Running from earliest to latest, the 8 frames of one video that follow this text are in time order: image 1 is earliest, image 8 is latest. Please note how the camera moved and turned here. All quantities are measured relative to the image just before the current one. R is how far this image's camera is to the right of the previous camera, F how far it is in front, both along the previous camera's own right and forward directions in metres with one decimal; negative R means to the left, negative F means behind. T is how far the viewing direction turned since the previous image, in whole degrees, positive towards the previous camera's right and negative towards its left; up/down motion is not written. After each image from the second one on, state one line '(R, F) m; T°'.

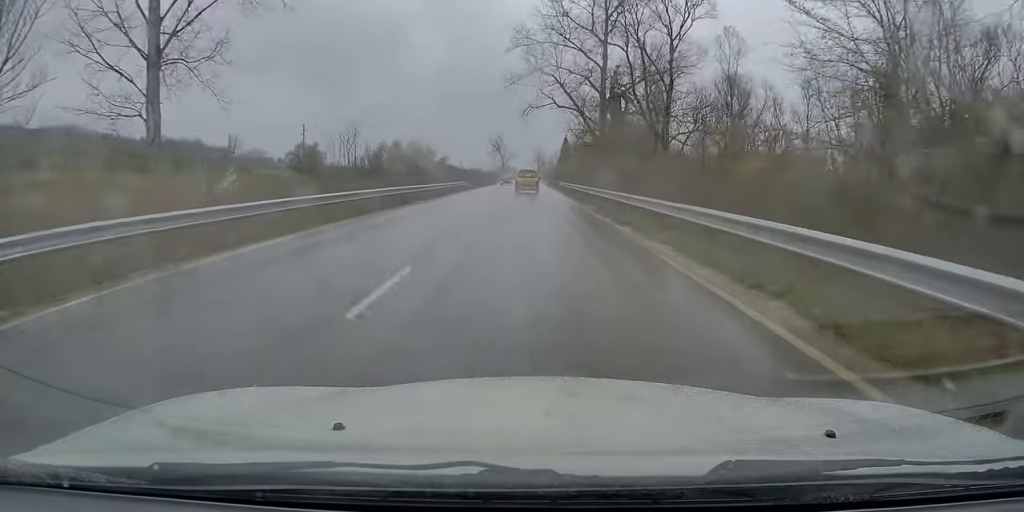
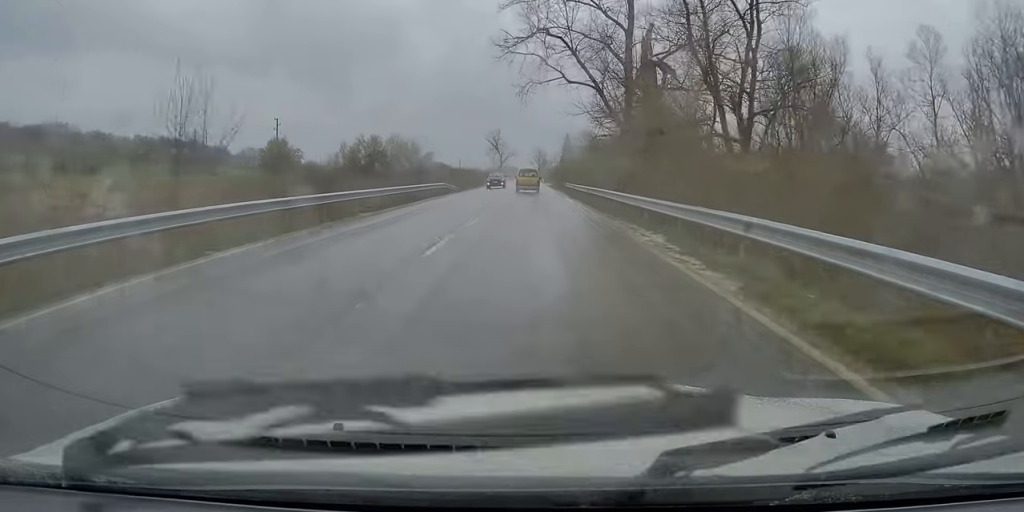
(0.0, +14.2) m; 0°
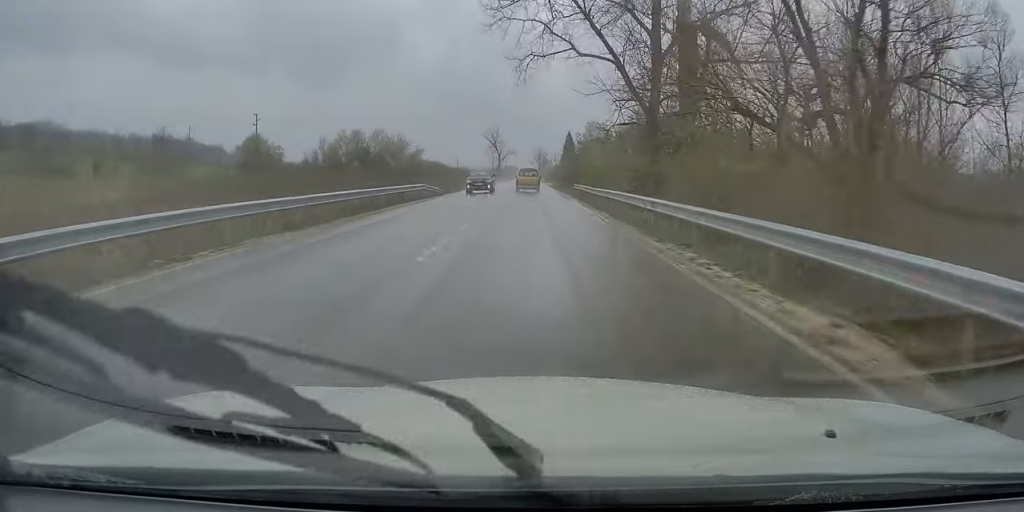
(0.0, +9.2) m; 0°
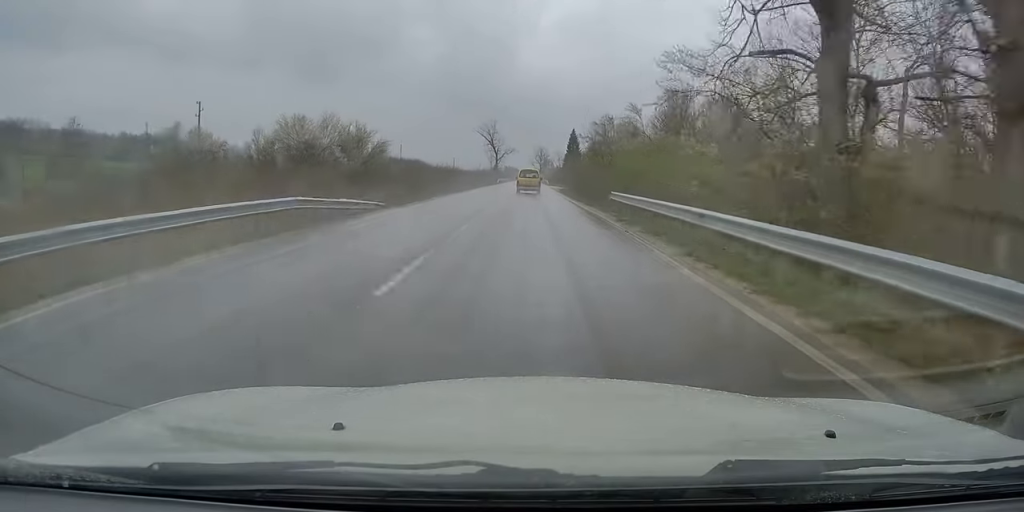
(0.0, +20.4) m; 0°
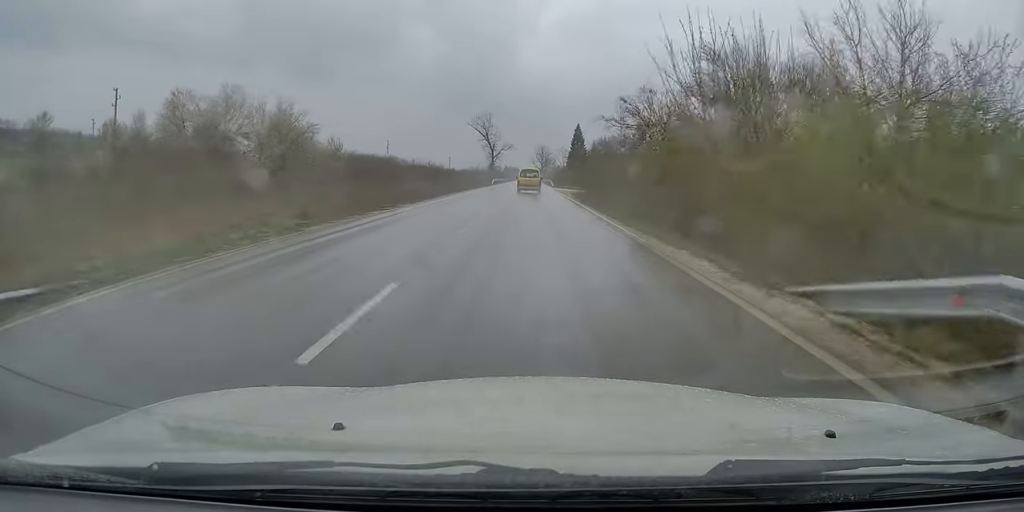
(0.0, +20.3) m; 0°
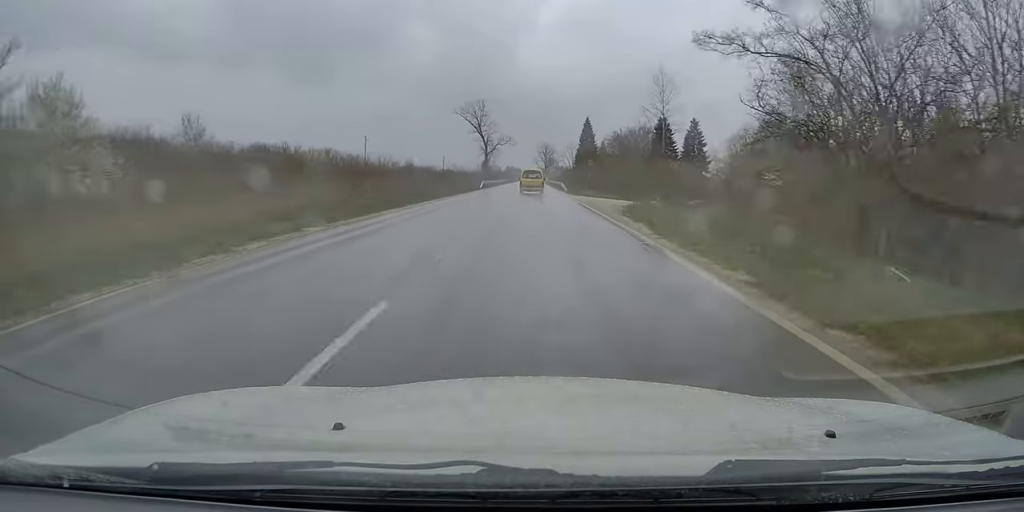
(-0.1, +27.9) m; 0°
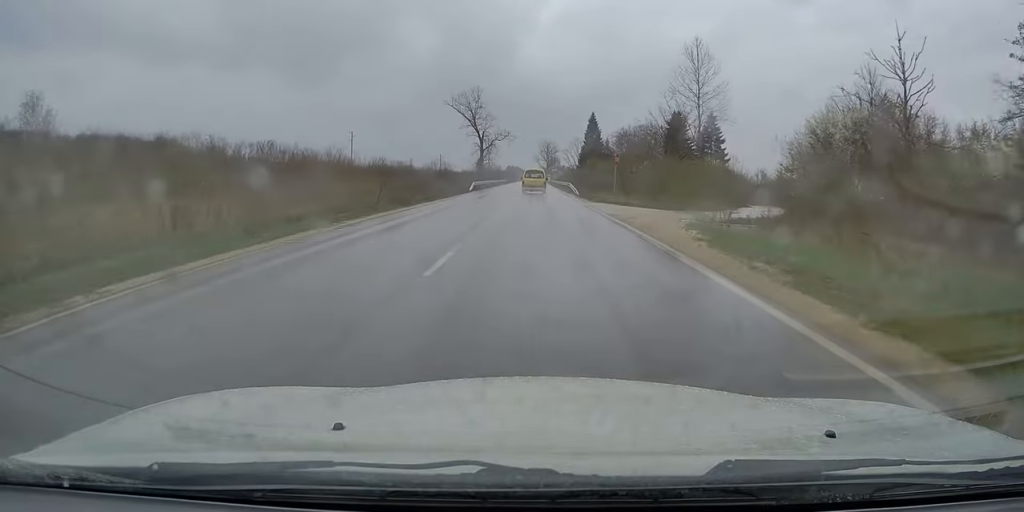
(0.0, +13.3) m; 0°
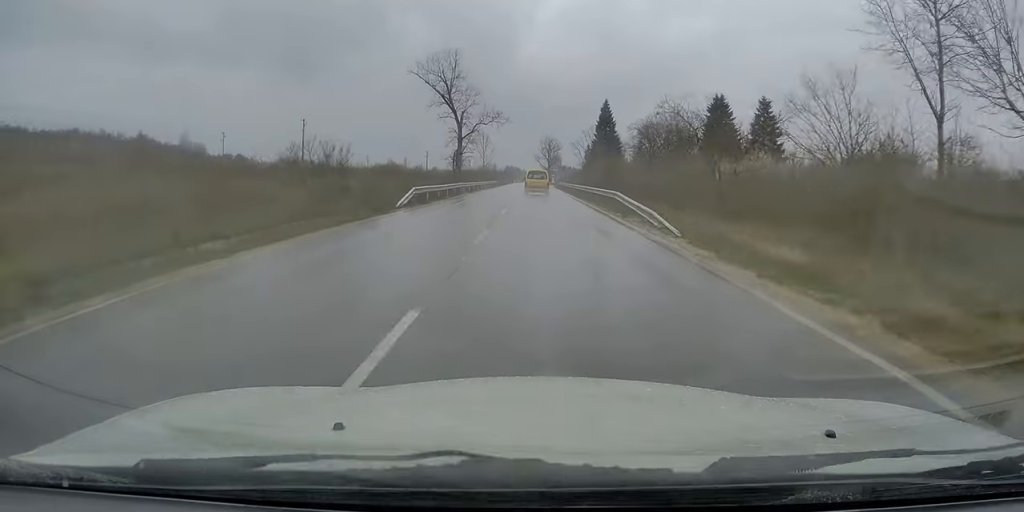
(-0.1, +31.8) m; 0°
